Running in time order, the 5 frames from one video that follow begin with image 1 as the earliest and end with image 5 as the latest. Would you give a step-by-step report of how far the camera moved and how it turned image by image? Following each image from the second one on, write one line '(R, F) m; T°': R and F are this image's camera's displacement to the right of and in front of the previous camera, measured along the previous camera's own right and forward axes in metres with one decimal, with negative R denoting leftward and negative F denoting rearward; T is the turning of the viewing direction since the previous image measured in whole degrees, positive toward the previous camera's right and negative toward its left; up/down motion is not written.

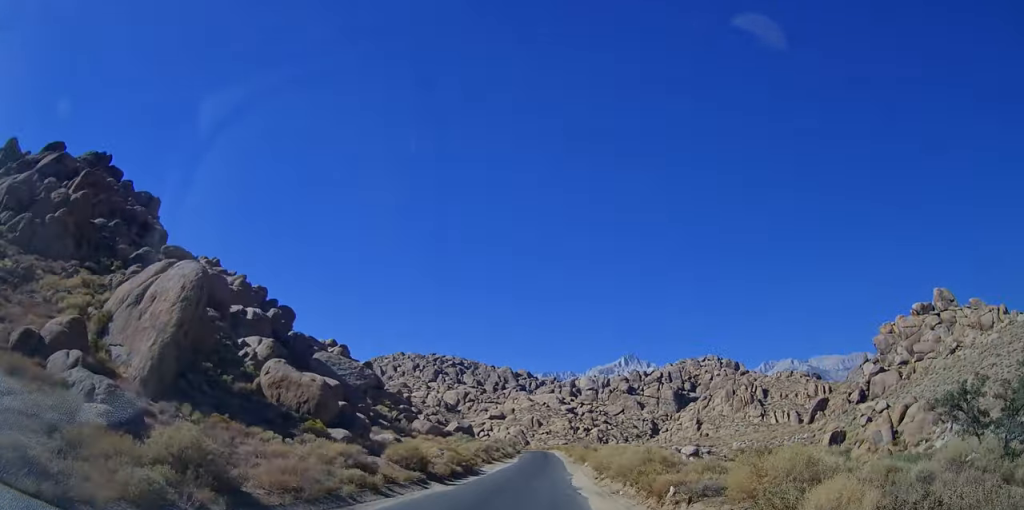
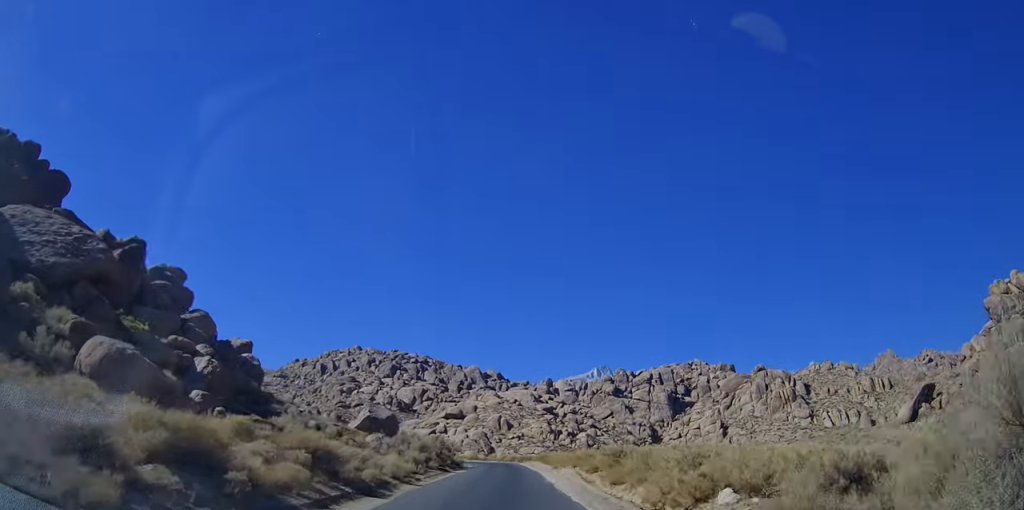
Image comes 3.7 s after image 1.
(+4.9, +54.4) m; +6°
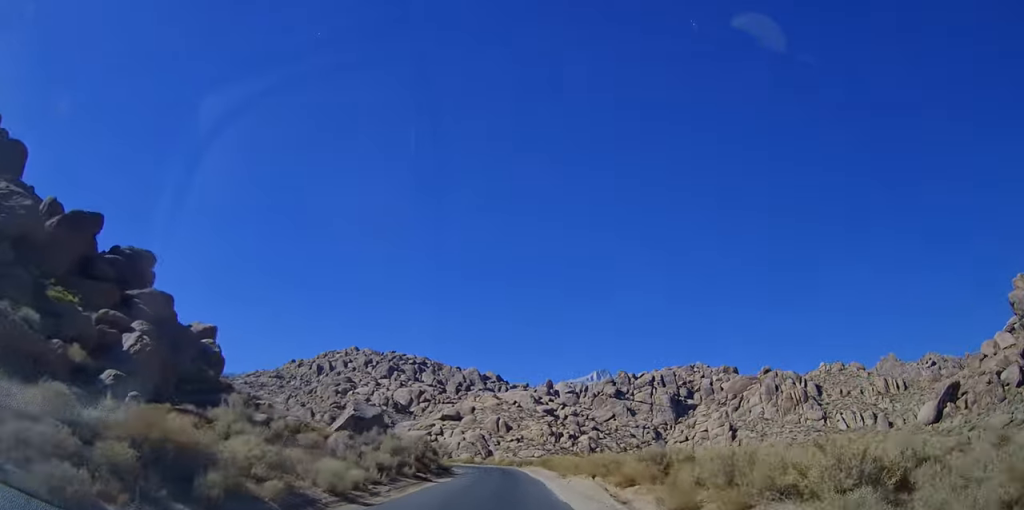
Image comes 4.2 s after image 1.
(+0.2, +7.2) m; 0°
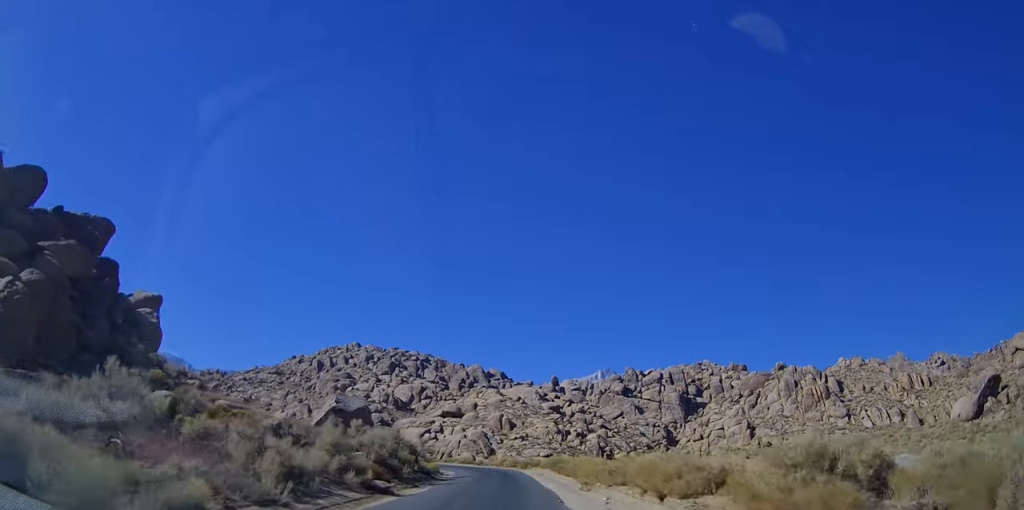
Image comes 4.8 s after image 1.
(0.0, +9.3) m; -1°
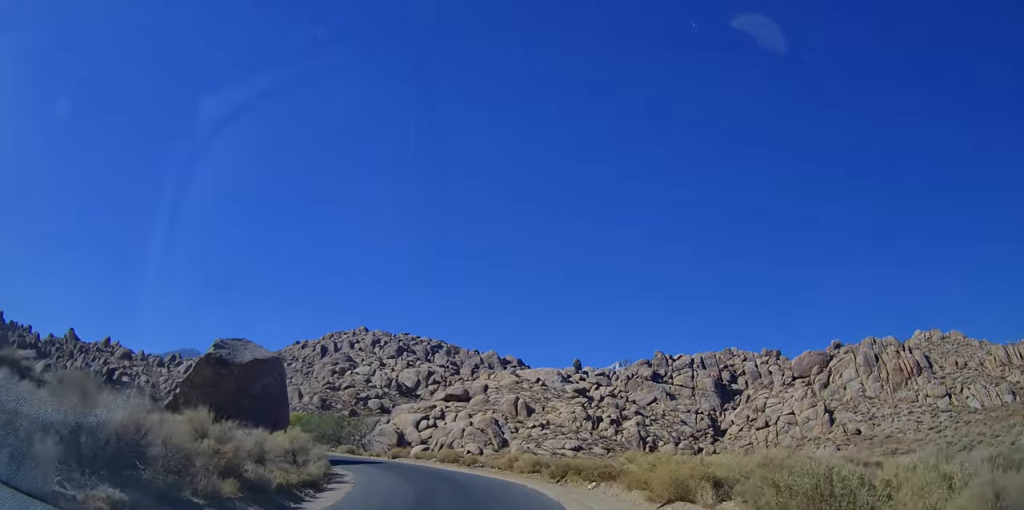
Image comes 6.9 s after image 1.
(-0.7, +31.2) m; -1°
